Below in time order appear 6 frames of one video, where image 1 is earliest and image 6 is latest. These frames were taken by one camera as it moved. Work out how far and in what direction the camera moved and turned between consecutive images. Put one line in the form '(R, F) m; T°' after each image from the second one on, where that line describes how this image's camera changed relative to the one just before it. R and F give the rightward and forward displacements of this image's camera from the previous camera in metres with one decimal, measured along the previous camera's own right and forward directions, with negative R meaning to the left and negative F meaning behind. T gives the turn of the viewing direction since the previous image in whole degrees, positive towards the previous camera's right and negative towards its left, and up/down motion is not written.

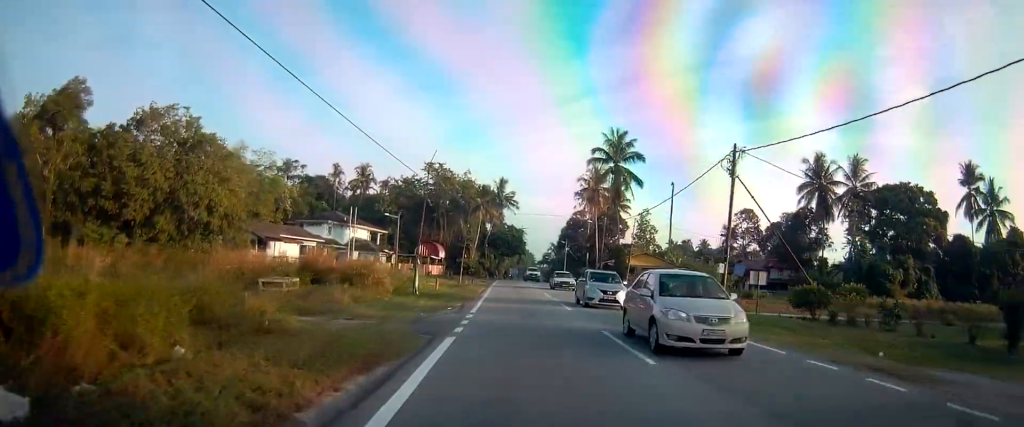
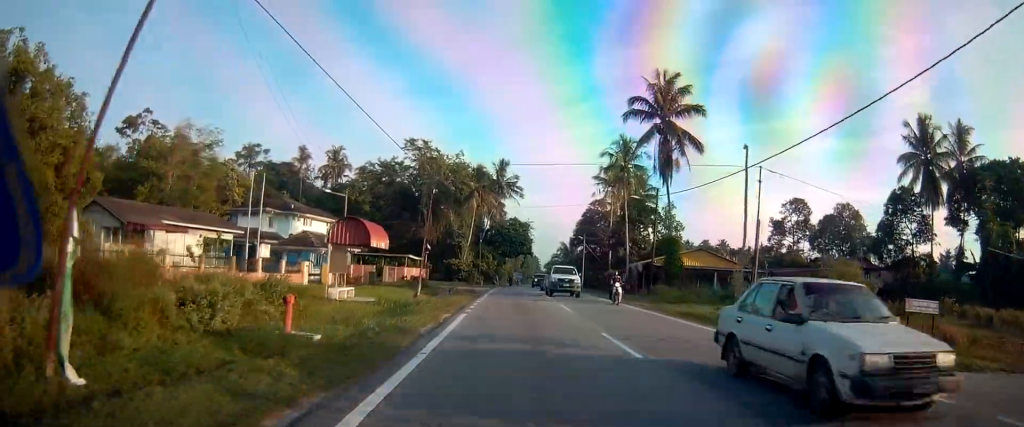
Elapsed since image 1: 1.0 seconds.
(0.0, +22.2) m; -1°
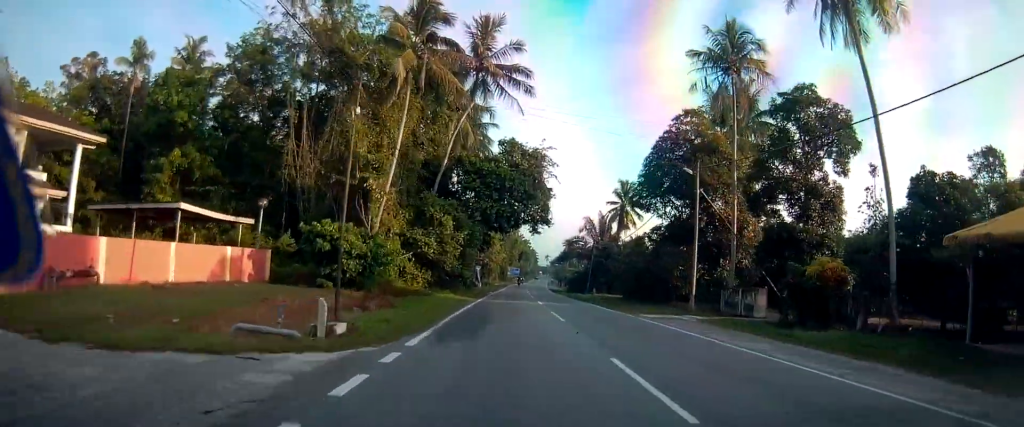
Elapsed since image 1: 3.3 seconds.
(-0.7, +50.0) m; +1°
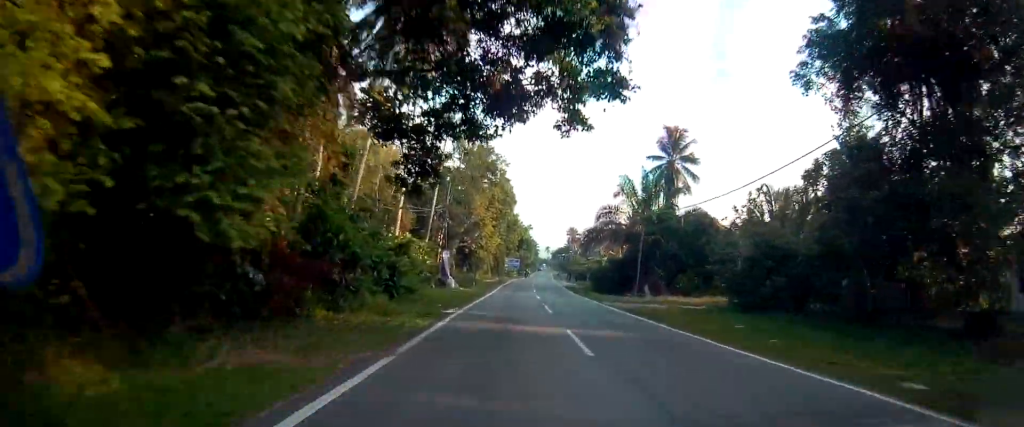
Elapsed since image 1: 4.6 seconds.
(+0.3, +28.9) m; +1°
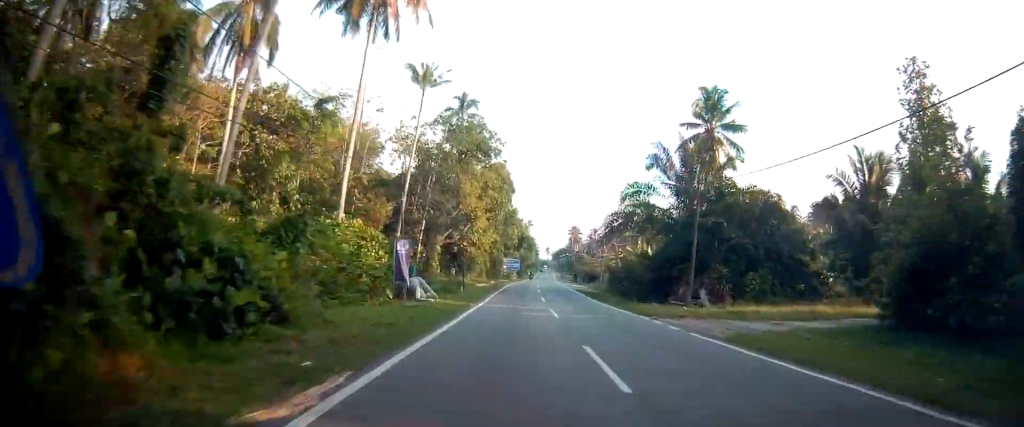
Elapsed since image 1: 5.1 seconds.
(0.0, +13.4) m; 0°
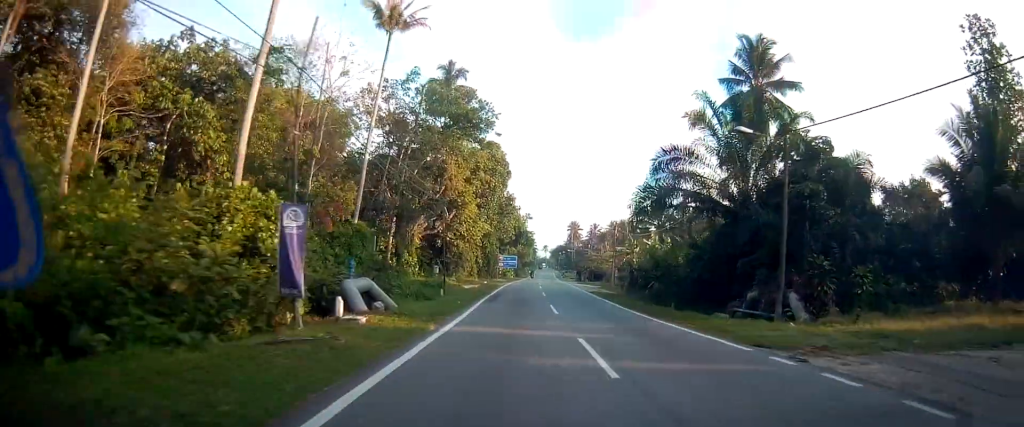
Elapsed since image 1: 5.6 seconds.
(0.0, +10.7) m; 0°
